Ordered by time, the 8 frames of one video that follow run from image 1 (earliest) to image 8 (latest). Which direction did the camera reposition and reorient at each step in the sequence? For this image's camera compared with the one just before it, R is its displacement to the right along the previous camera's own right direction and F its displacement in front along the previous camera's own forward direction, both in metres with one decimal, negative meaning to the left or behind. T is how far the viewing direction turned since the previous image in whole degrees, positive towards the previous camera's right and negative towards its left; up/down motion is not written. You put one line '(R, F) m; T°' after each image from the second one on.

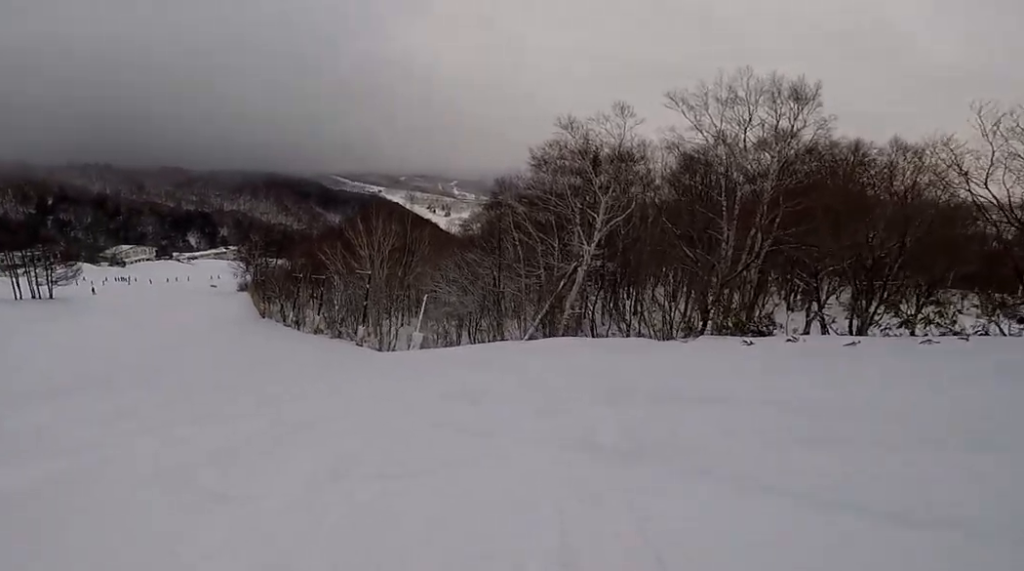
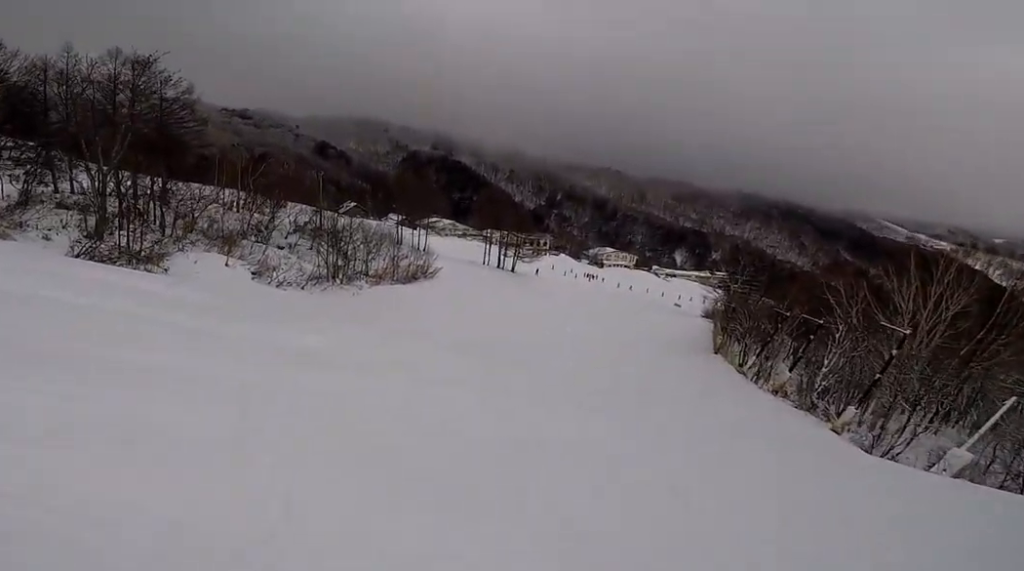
(-1.4, +7.5) m; -50°
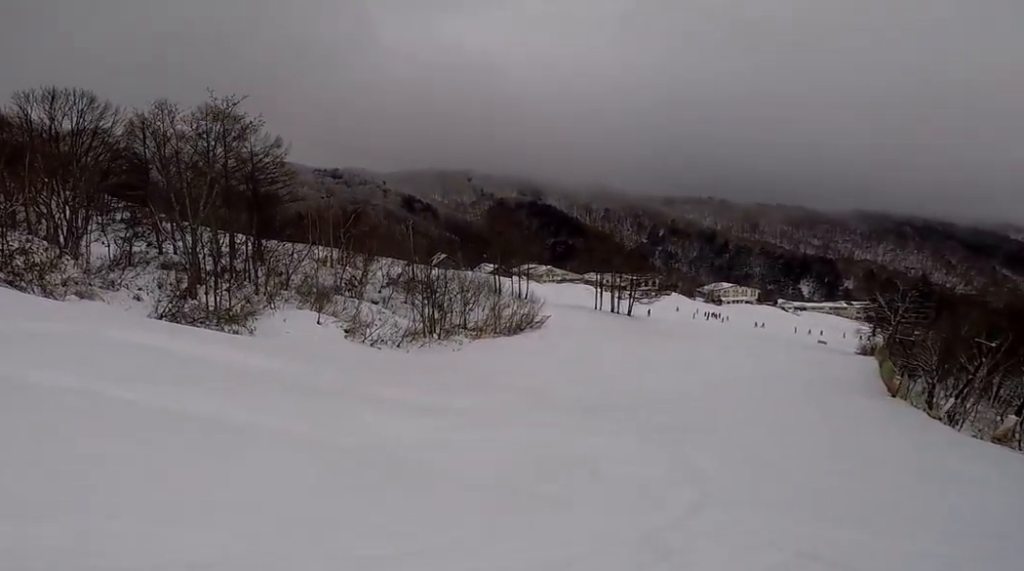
(-1.4, +3.1) m; -40°
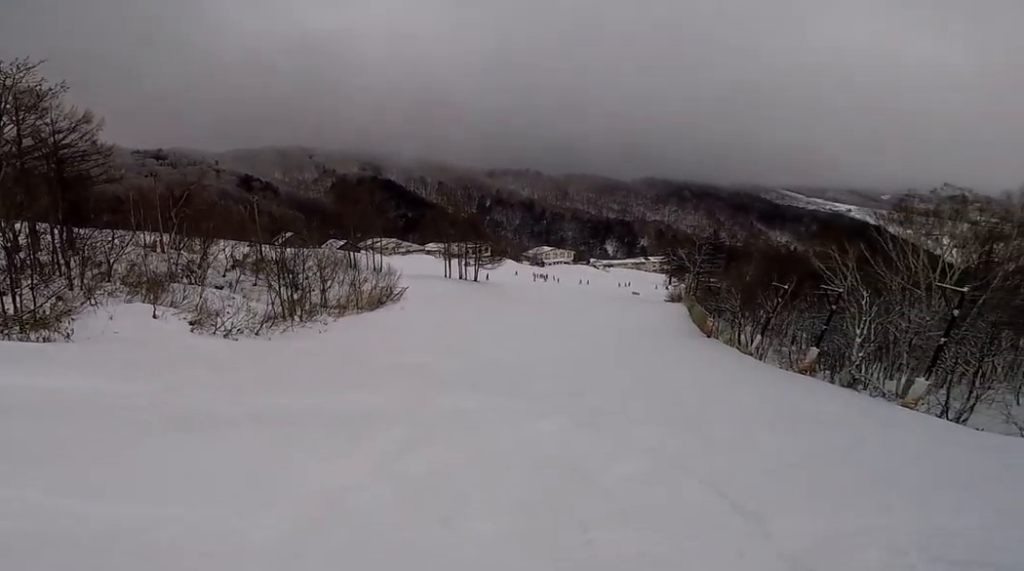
(-0.8, +3.1) m; -6°
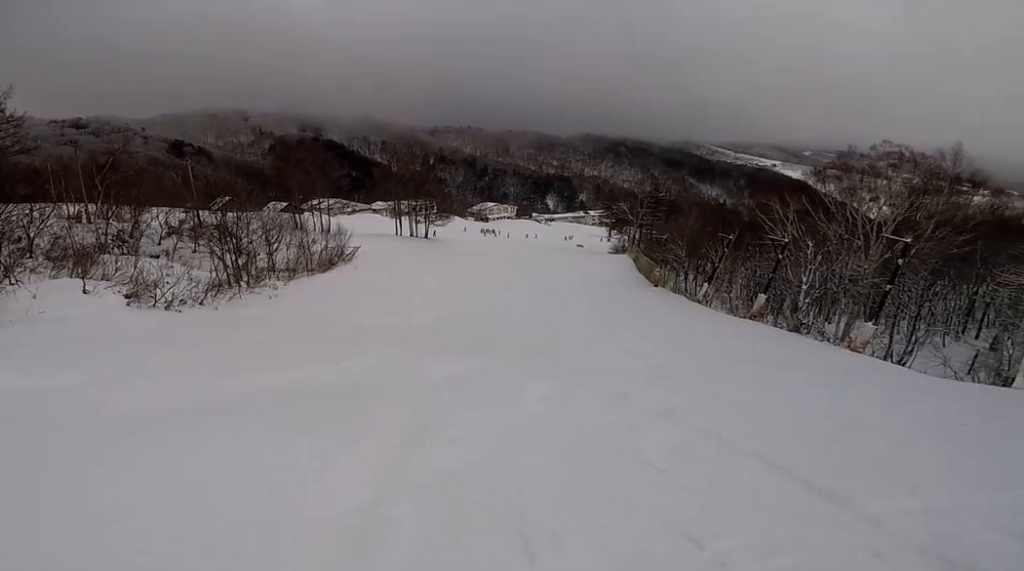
(-0.2, +1.7) m; +18°
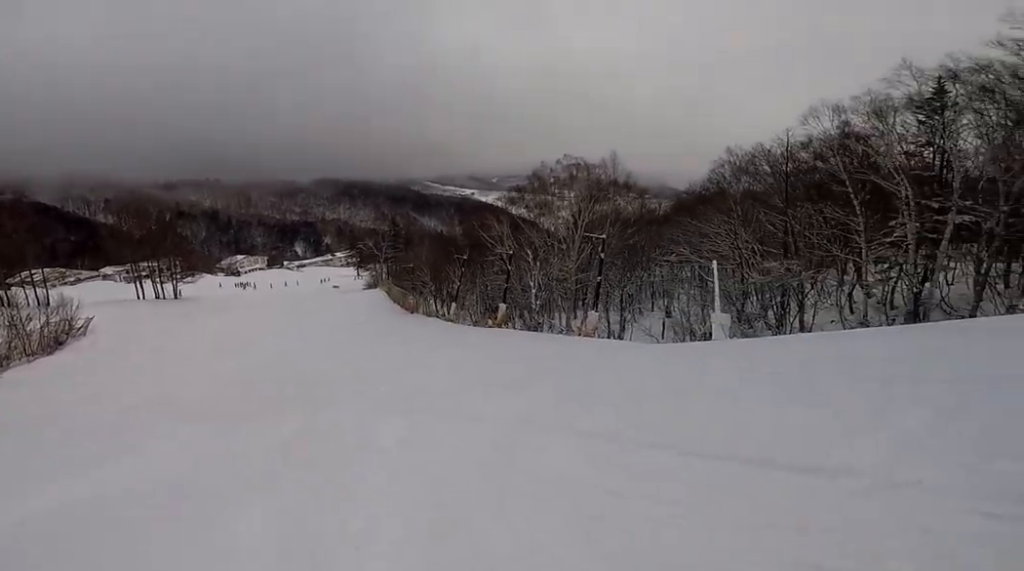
(0.0, +2.0) m; +25°
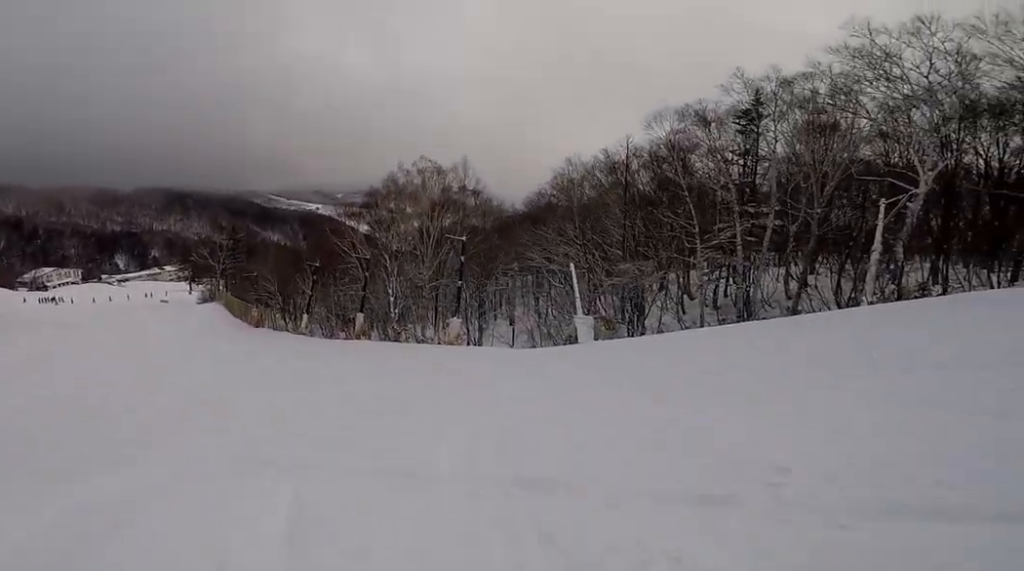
(+2.0, +3.5) m; +36°
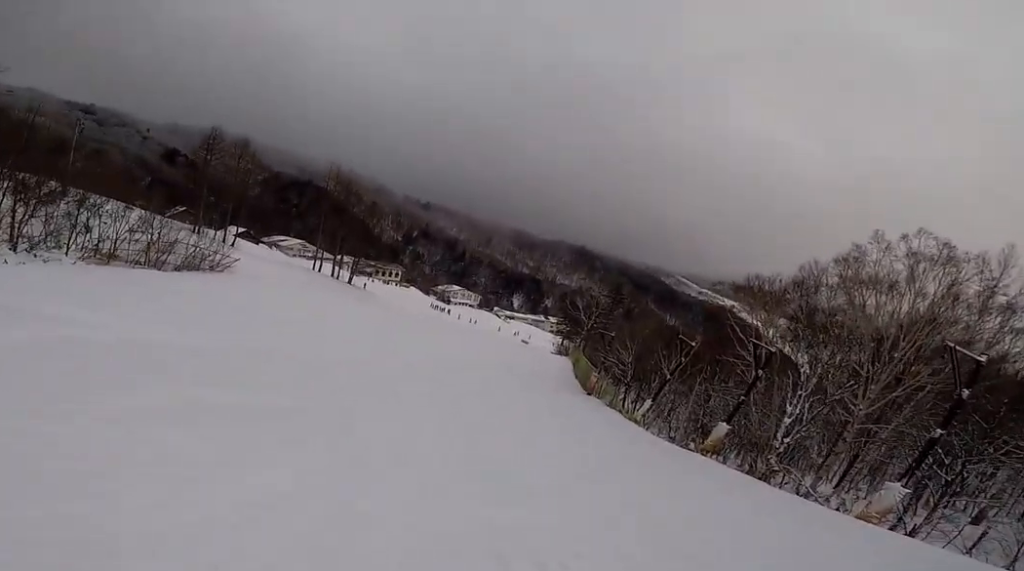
(-0.2, +7.6) m; -15°
